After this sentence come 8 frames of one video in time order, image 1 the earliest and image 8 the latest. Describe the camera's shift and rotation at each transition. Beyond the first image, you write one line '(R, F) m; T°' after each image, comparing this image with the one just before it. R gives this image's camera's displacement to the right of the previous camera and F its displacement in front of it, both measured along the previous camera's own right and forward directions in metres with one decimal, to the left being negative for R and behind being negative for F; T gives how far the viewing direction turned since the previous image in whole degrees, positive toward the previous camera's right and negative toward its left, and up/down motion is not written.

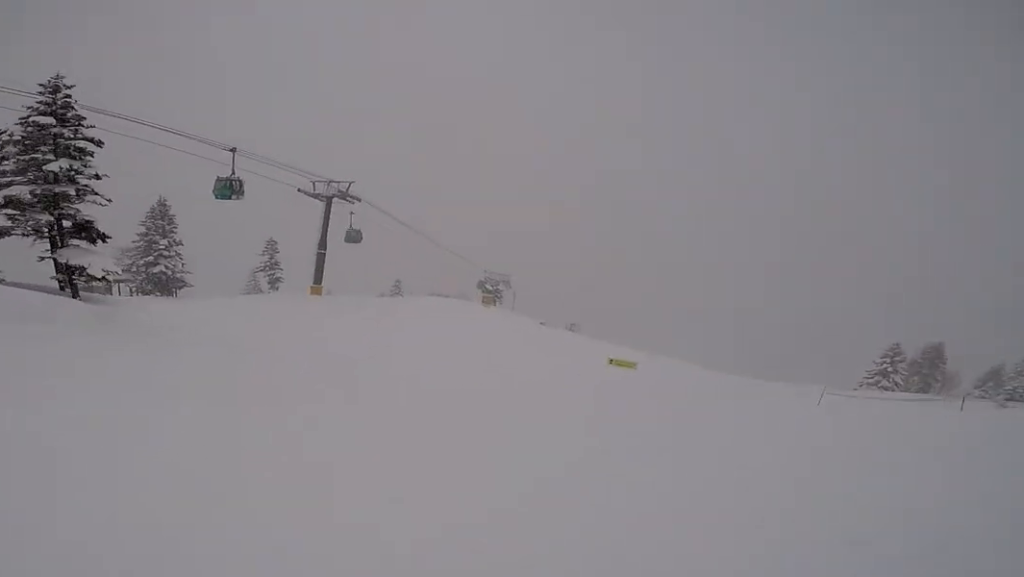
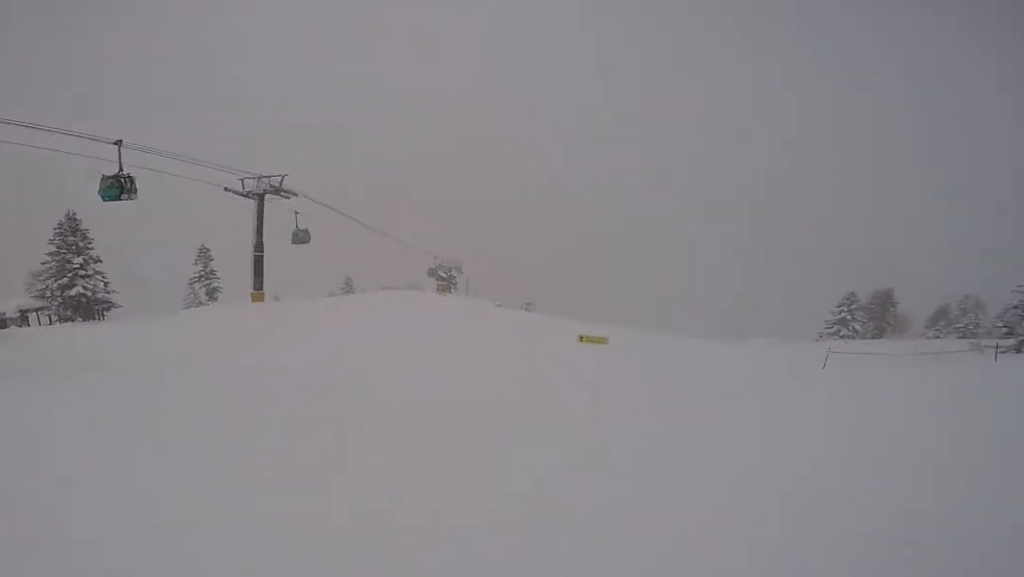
(-0.3, +3.4) m; -2°
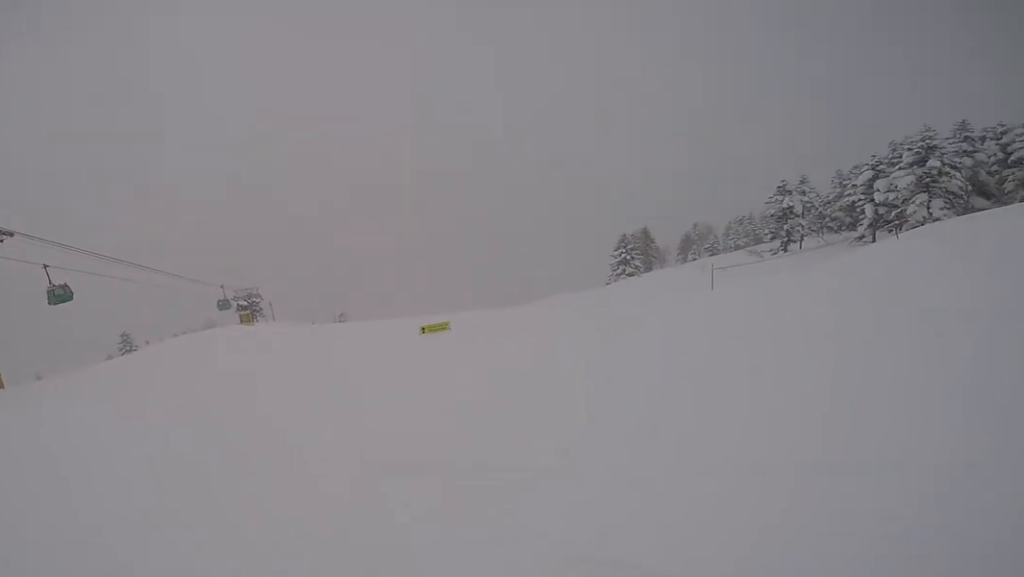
(+0.6, +6.5) m; +11°
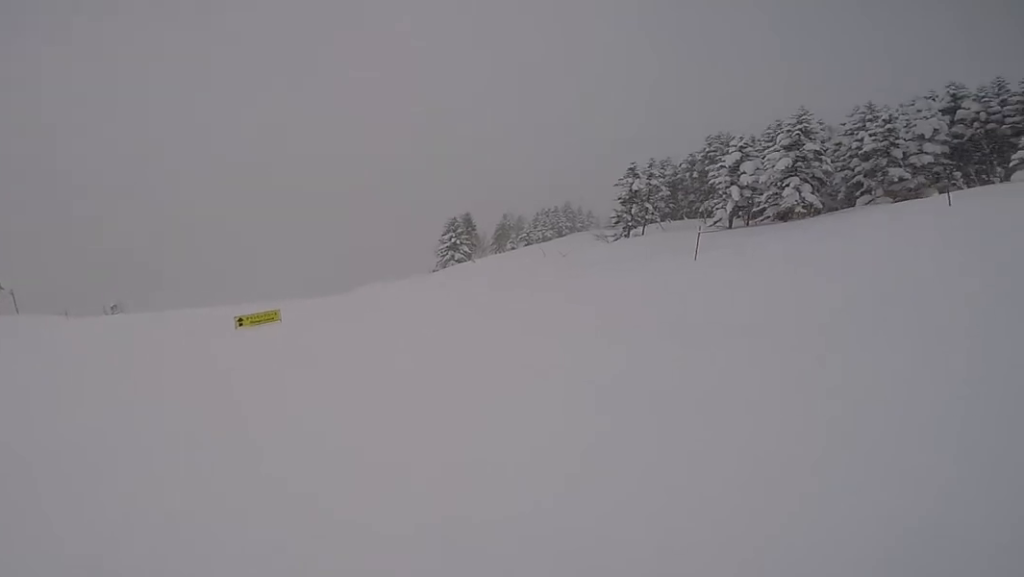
(+1.4, +8.7) m; +20°
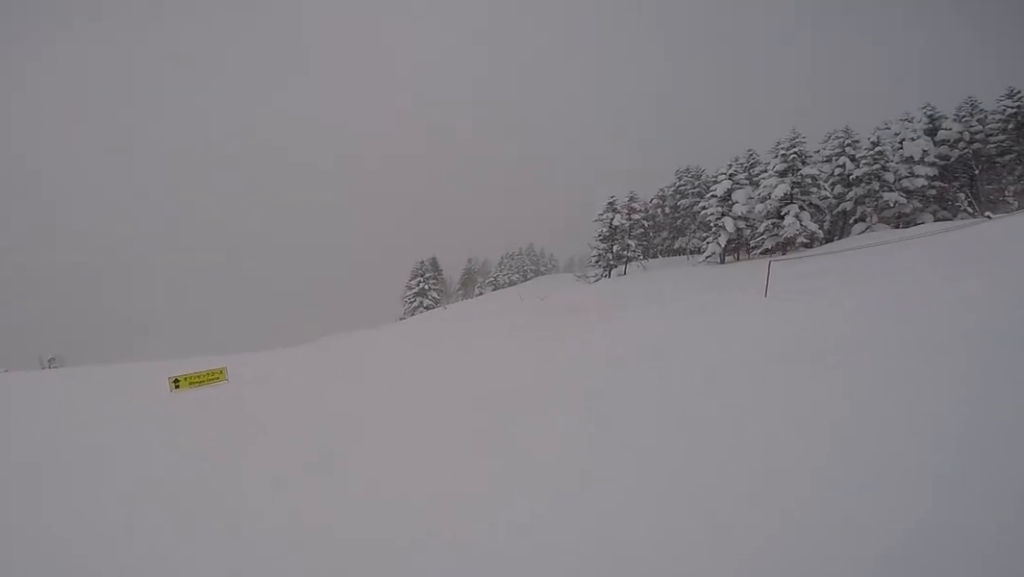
(+0.6, +4.2) m; +11°
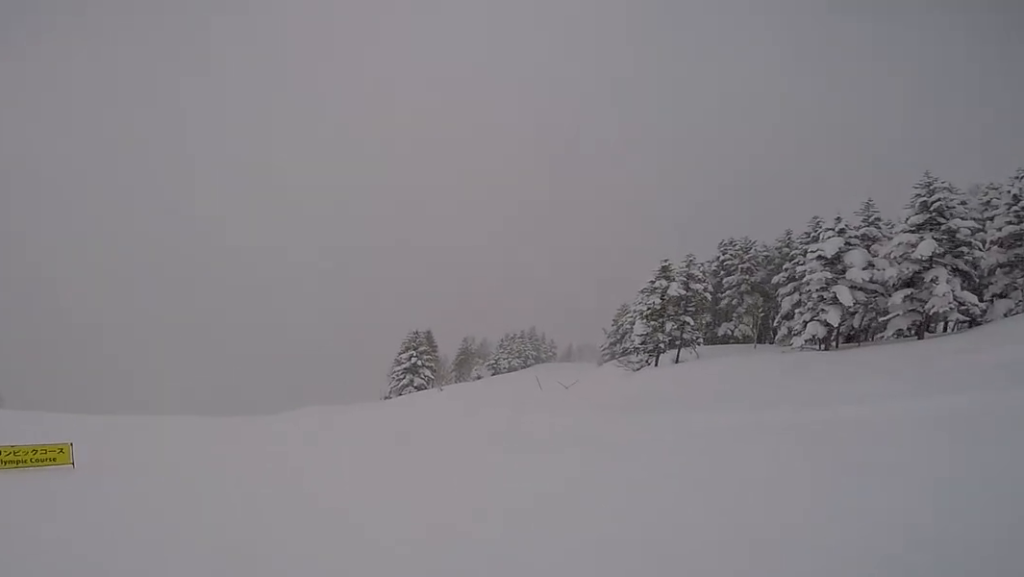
(+1.7, +9.1) m; +17°
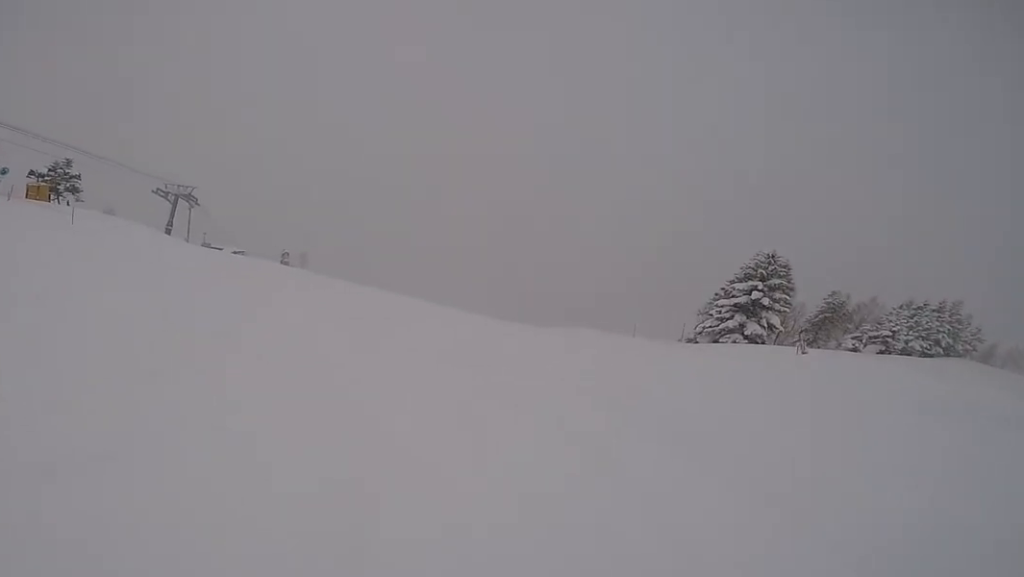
(-1.2, +10.8) m; -27°
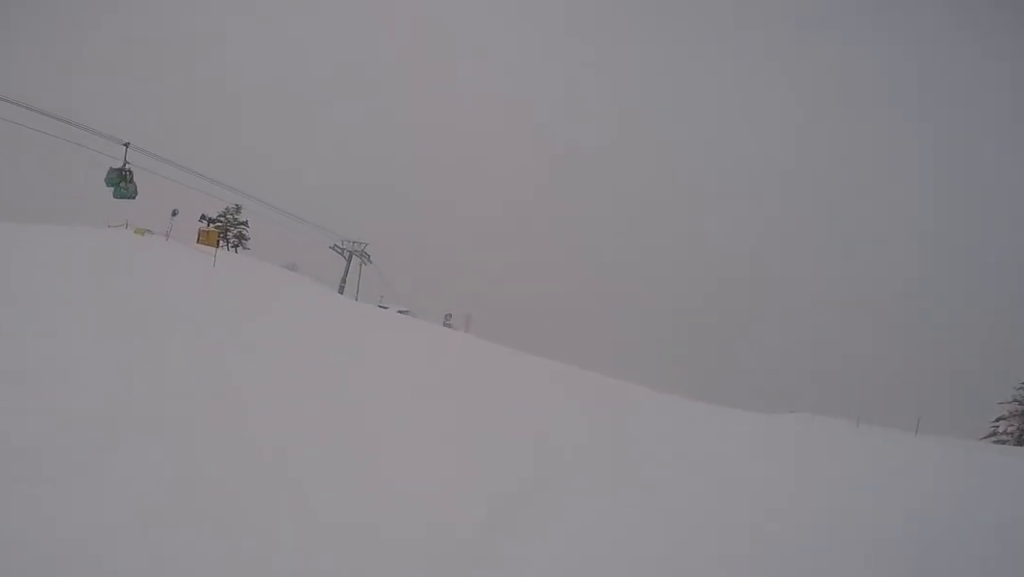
(-1.3, +5.5) m; -20°
